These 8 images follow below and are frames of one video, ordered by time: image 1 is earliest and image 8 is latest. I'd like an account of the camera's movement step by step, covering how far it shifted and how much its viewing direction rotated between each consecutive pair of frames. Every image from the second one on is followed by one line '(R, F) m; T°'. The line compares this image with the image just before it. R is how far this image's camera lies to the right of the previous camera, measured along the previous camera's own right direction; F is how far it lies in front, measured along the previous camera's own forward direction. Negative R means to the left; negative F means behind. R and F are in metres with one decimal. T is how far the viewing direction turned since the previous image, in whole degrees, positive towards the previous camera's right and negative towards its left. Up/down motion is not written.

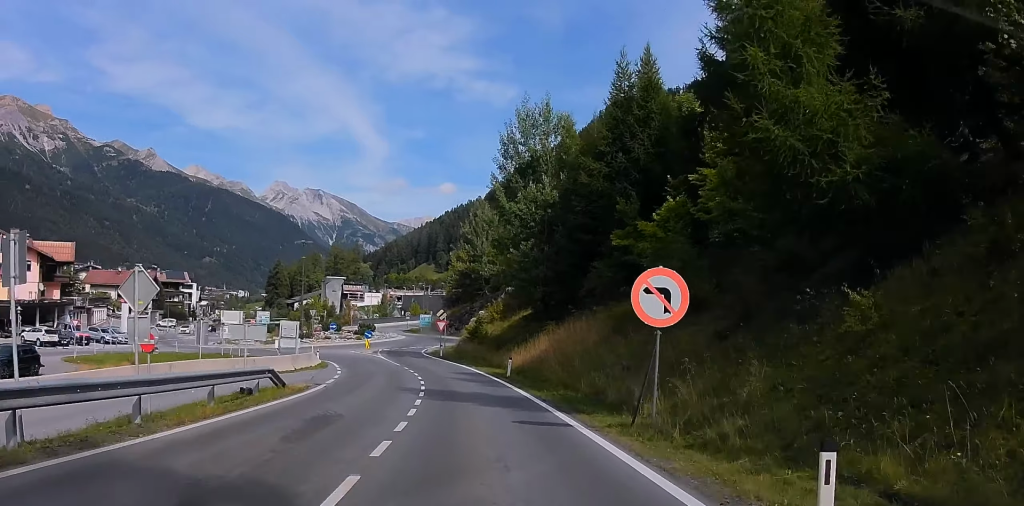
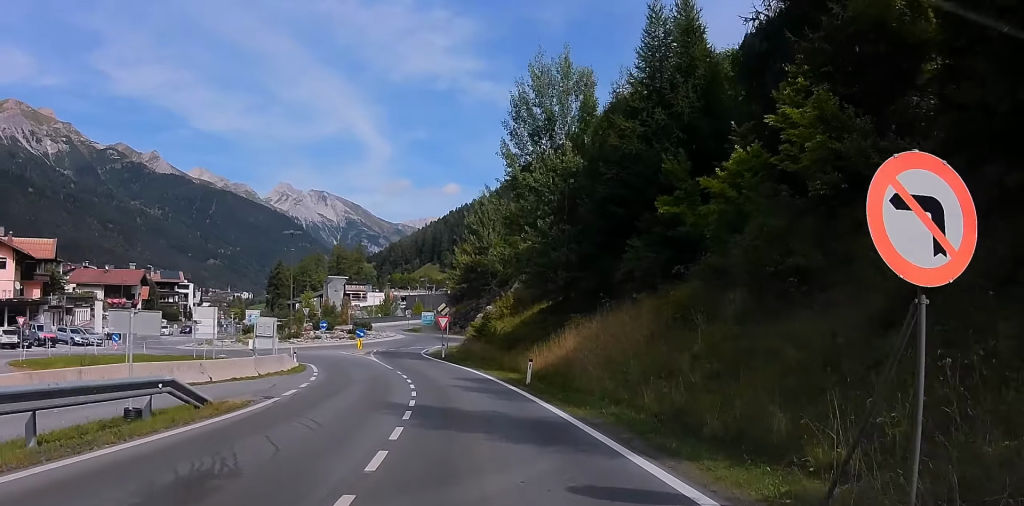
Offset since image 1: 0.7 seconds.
(0.0, +7.4) m; -2°
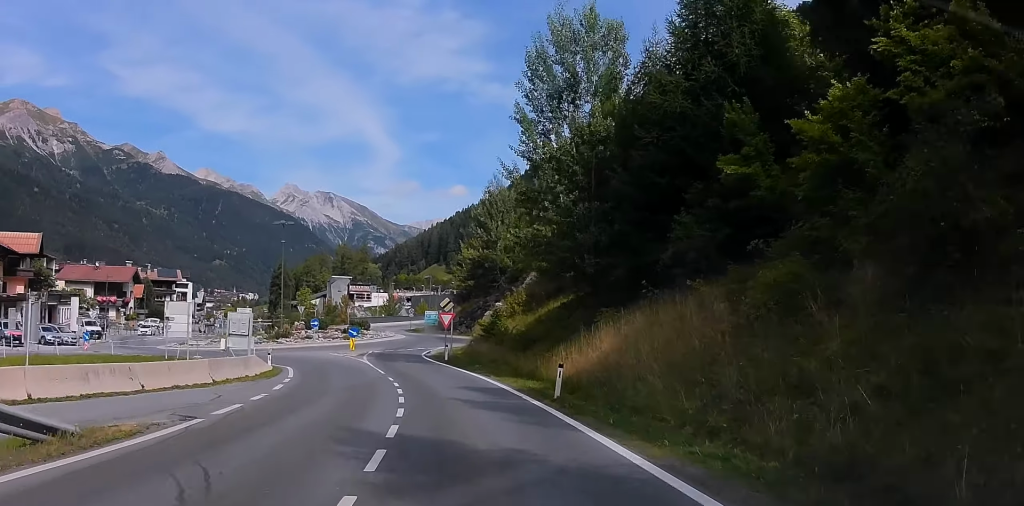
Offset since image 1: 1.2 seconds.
(+0.2, +6.2) m; -5°
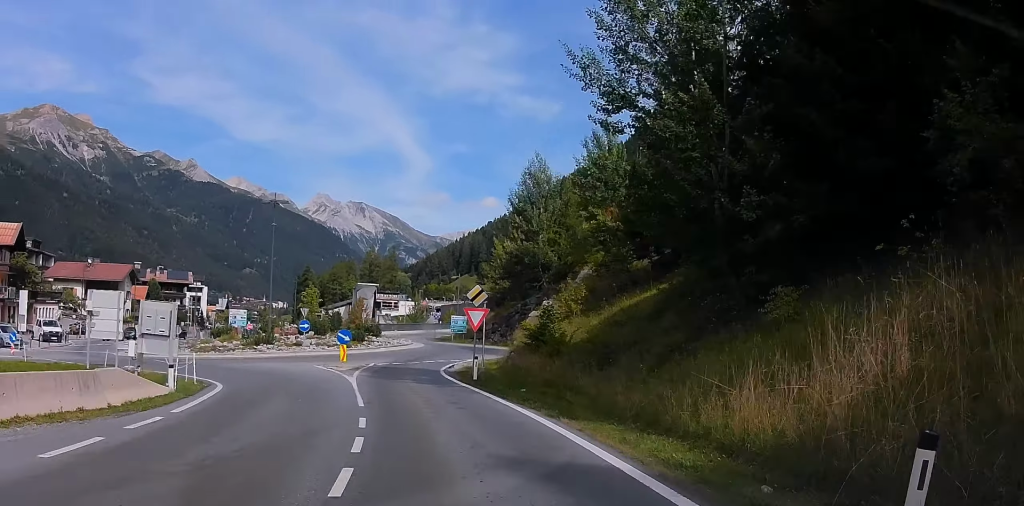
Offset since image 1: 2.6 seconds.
(-2.1, +13.6) m; -11°
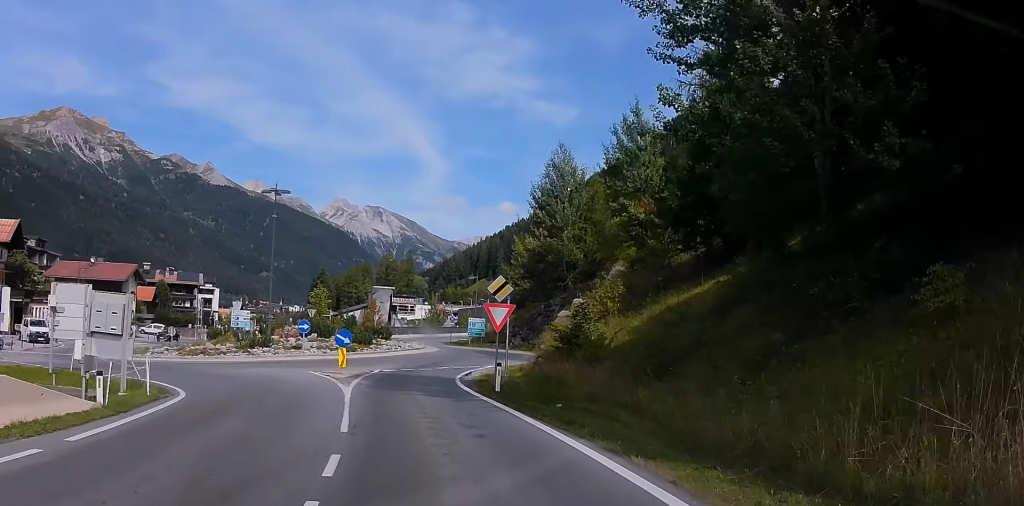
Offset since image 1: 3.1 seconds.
(-0.1, +4.9) m; +4°
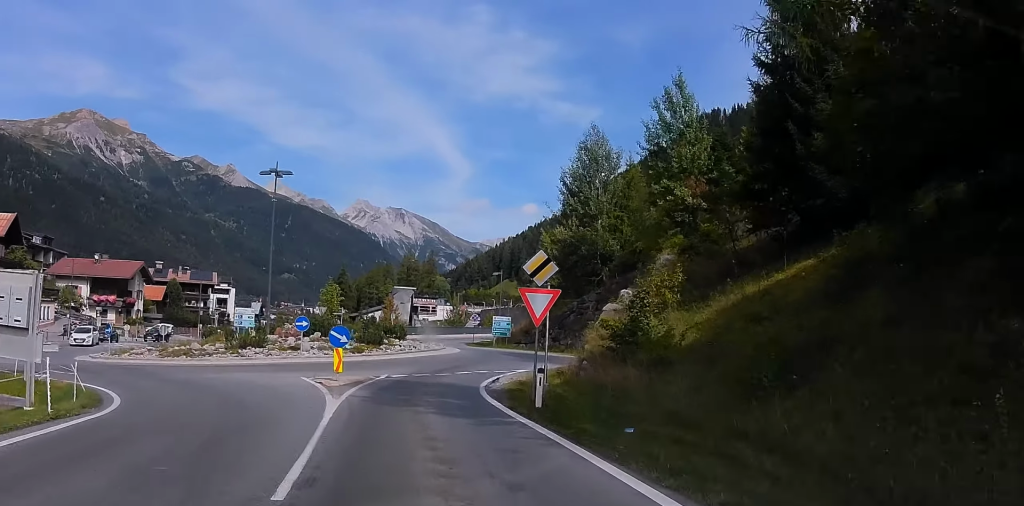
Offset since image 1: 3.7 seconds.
(+0.2, +5.9) m; +4°
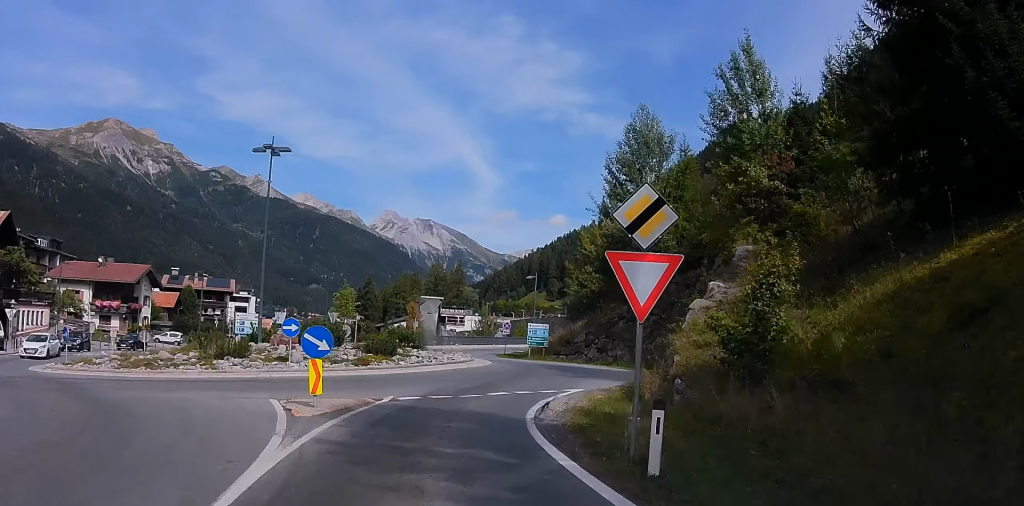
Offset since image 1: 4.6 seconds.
(+0.7, +7.7) m; +1°
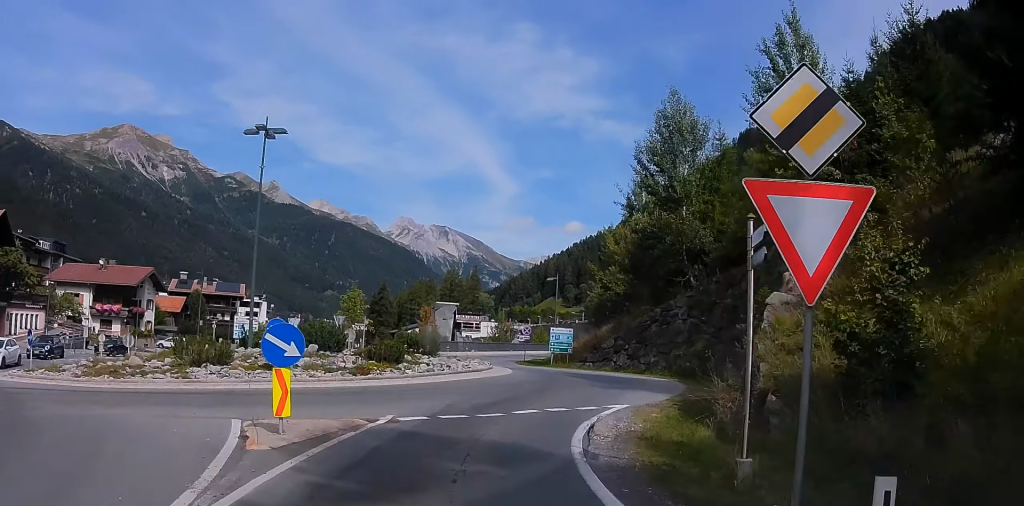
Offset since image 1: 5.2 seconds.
(0.0, +4.4) m; -9°
